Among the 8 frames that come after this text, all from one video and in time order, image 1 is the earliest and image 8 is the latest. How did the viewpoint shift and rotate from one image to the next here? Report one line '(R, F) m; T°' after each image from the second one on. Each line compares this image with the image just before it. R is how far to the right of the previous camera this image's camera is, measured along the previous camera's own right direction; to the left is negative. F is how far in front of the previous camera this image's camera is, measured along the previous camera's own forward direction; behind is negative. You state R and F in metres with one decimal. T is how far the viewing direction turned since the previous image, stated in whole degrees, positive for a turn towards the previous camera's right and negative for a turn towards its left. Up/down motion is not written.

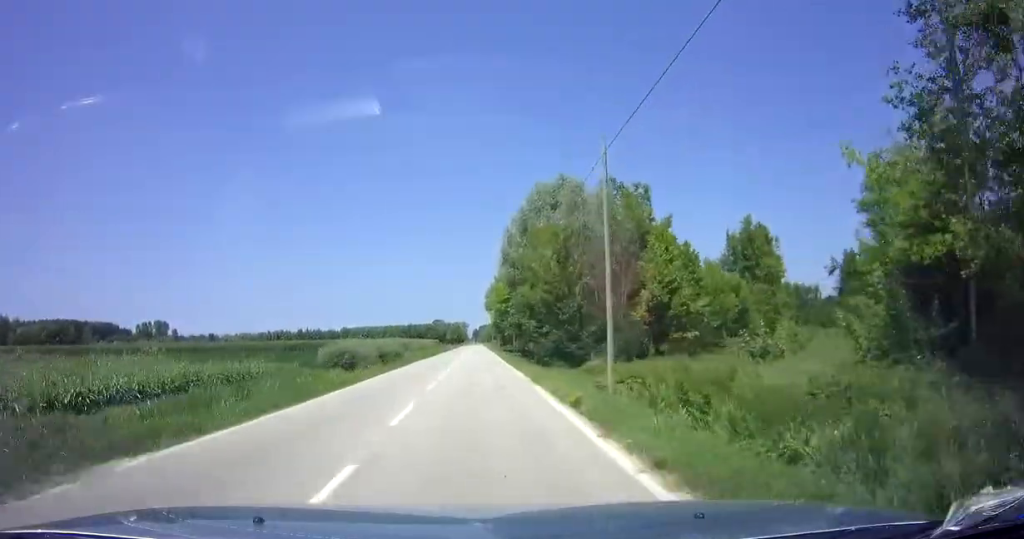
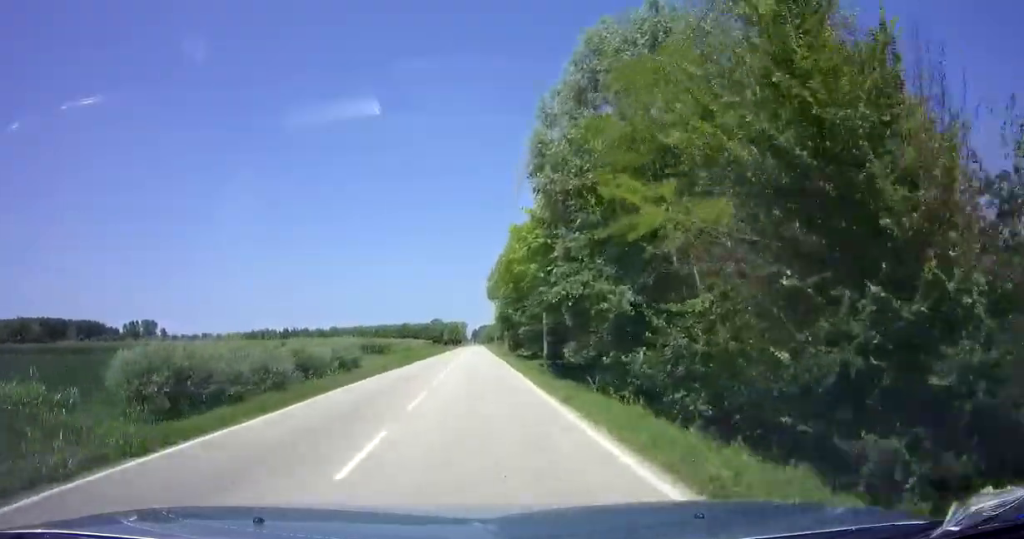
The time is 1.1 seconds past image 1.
(0.0, +21.7) m; 0°
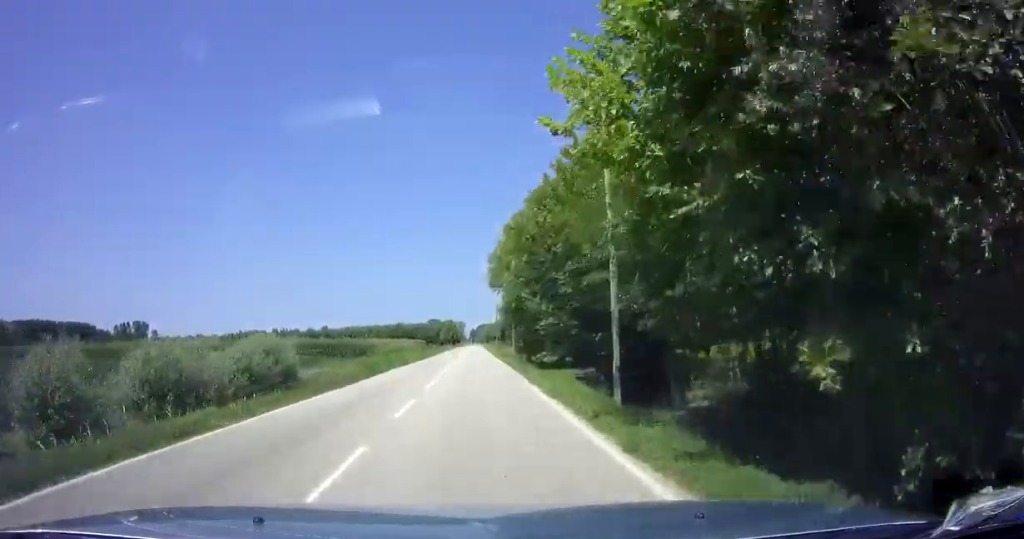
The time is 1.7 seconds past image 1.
(0.0, +13.0) m; 0°
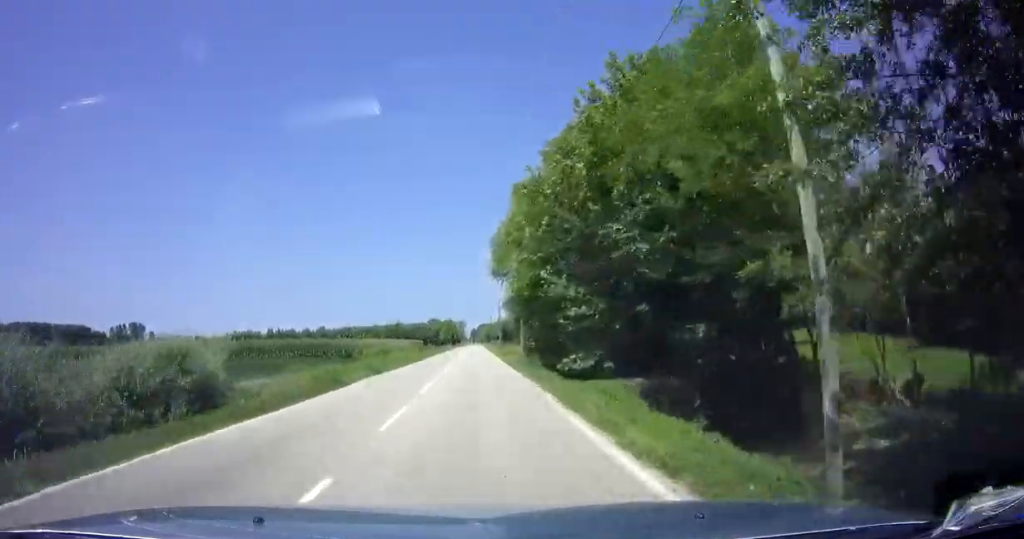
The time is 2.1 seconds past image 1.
(0.0, +8.3) m; 0°
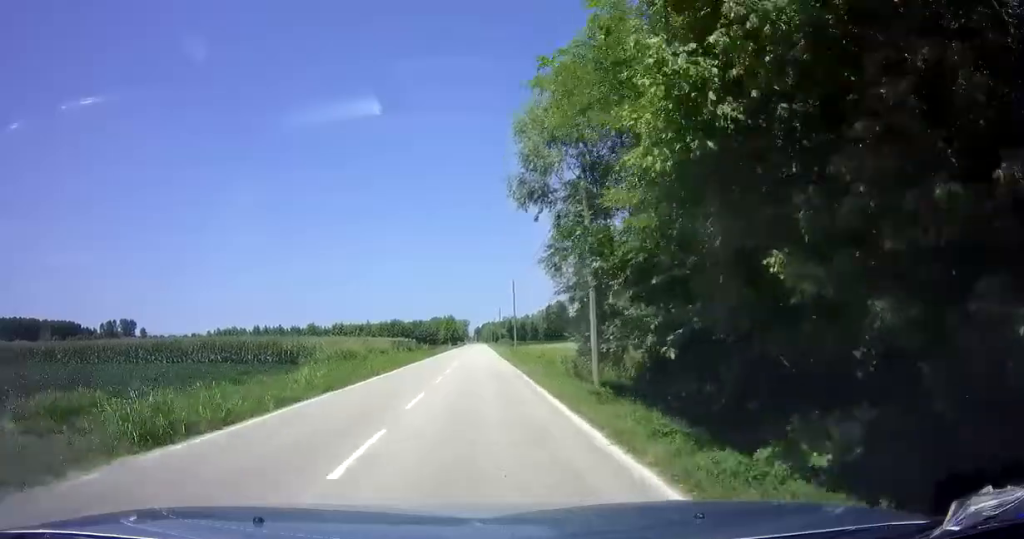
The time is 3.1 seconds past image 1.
(0.0, +20.8) m; 0°
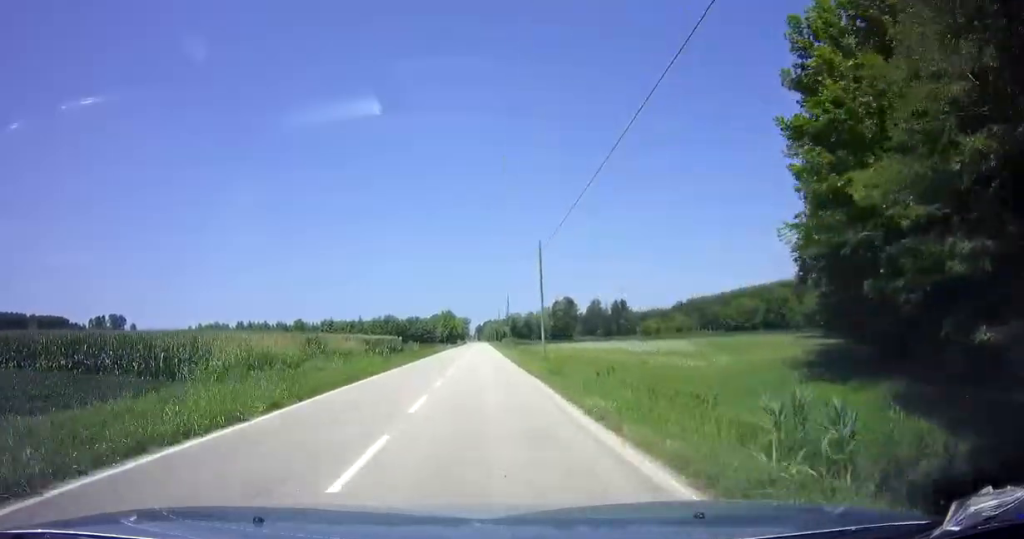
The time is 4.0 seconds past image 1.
(0.0, +18.2) m; 0°
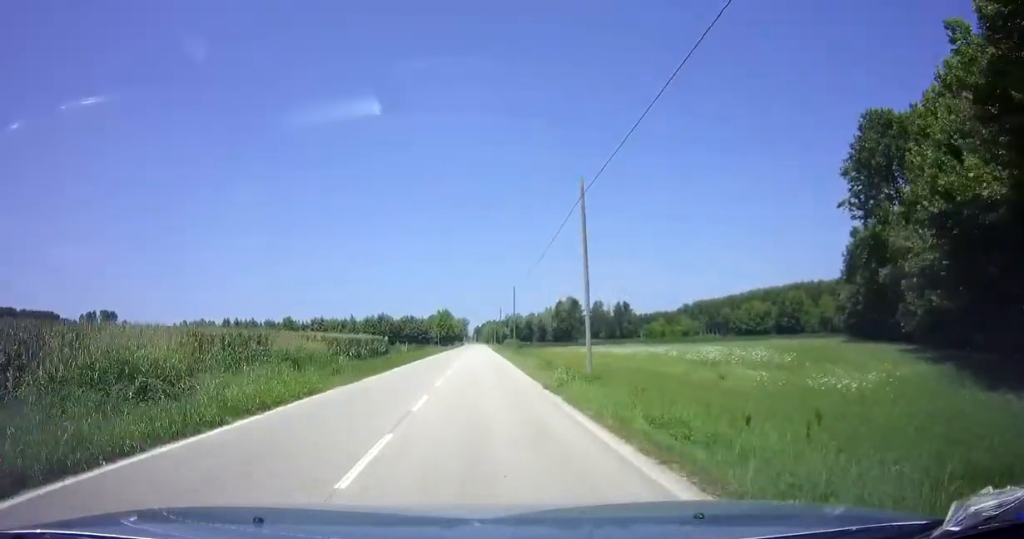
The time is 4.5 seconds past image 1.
(0.0, +11.3) m; 0°
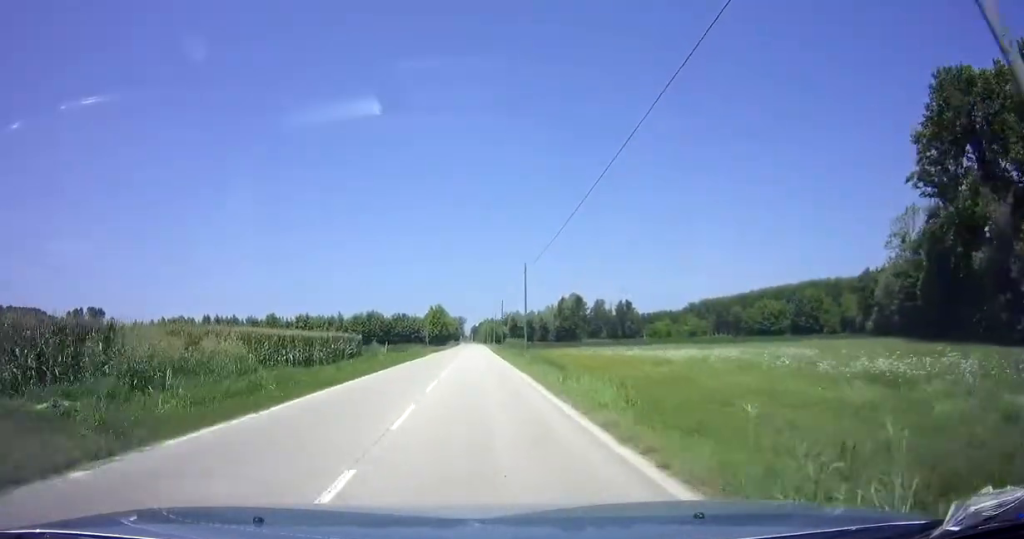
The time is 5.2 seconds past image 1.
(0.0, +14.3) m; 0°
